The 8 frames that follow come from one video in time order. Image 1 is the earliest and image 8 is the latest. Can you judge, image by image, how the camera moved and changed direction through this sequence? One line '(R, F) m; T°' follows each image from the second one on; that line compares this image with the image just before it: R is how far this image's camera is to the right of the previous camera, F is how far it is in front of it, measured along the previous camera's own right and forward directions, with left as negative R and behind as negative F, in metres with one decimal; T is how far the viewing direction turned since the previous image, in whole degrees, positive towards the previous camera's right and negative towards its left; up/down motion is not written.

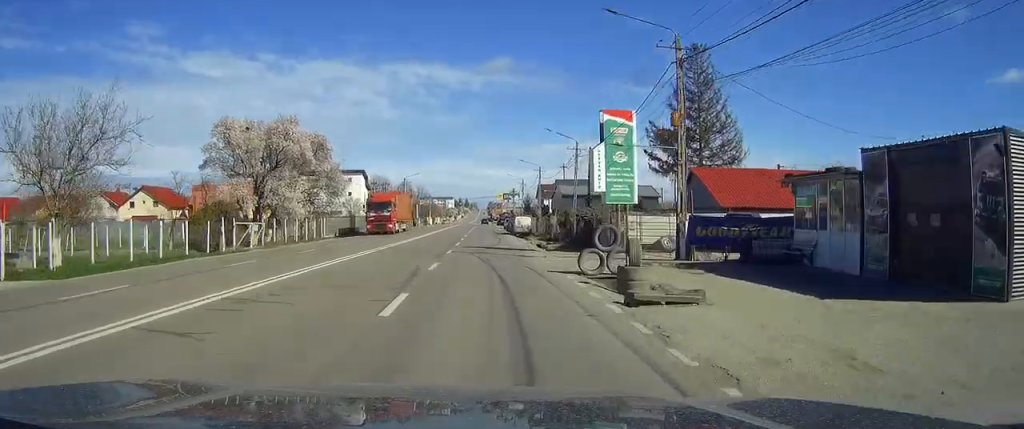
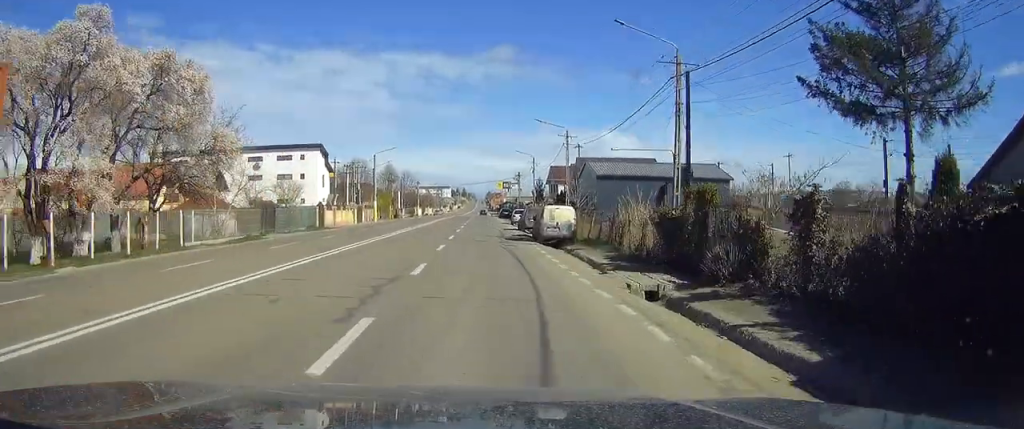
(-0.1, +30.8) m; 0°
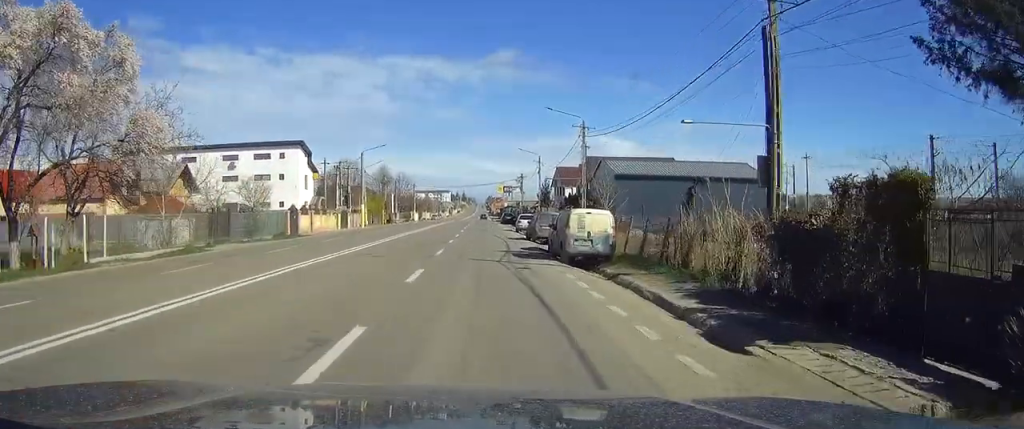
(+0.1, +9.5) m; 0°
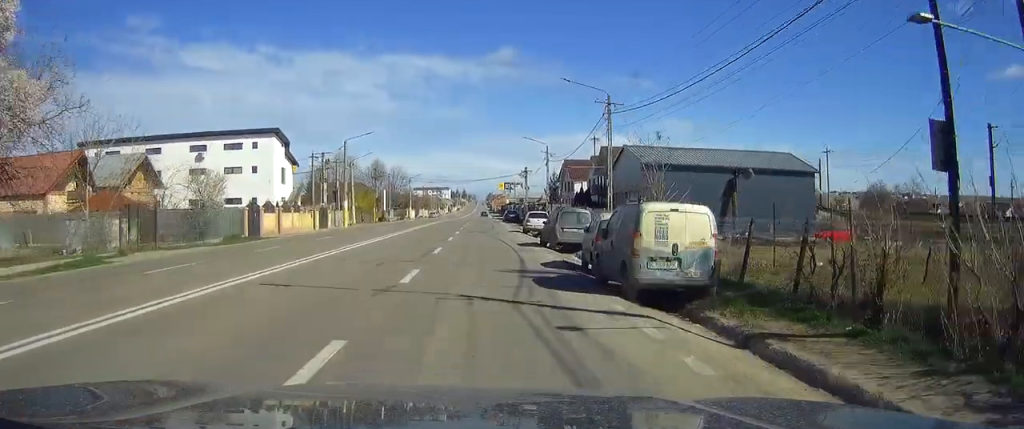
(-0.1, +10.0) m; 0°
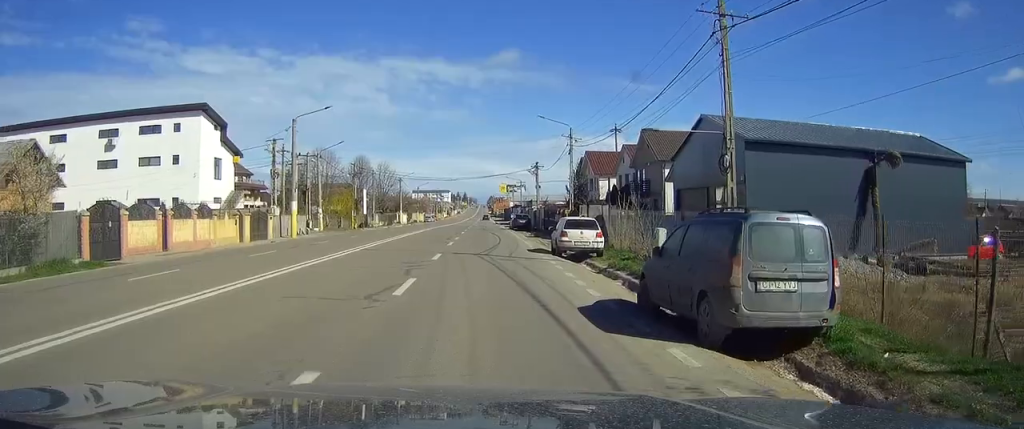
(+0.1, +19.4) m; 0°
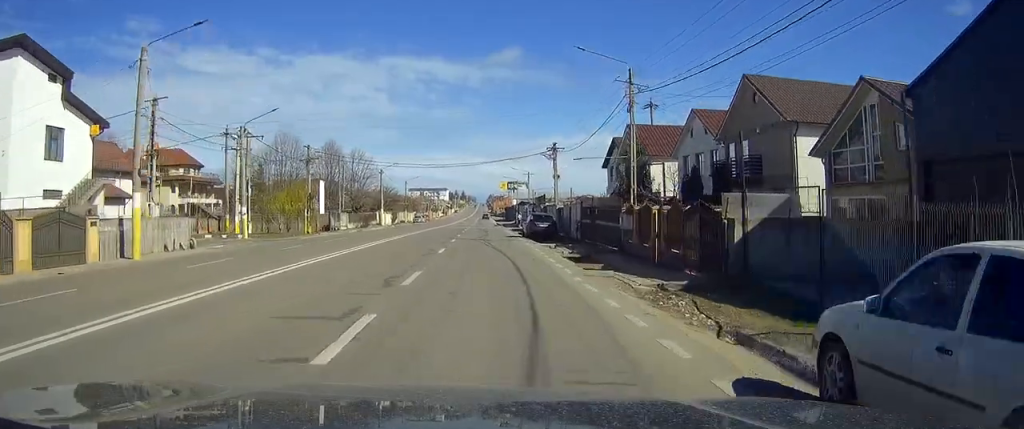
(-0.1, +23.5) m; 0°
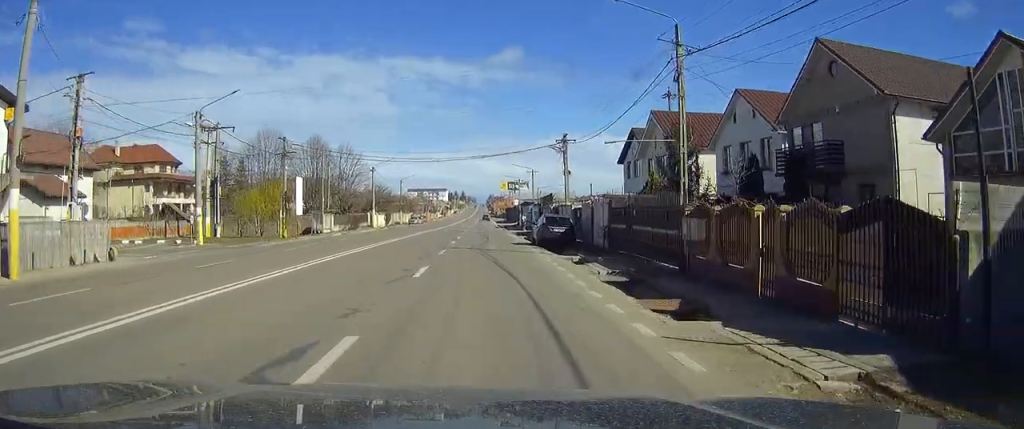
(+0.1, +8.3) m; 0°
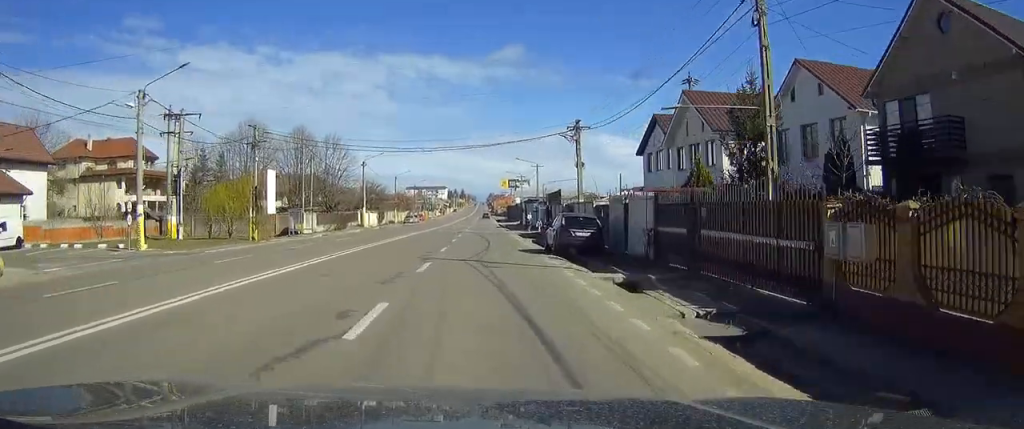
(0.0, +7.8) m; 0°
